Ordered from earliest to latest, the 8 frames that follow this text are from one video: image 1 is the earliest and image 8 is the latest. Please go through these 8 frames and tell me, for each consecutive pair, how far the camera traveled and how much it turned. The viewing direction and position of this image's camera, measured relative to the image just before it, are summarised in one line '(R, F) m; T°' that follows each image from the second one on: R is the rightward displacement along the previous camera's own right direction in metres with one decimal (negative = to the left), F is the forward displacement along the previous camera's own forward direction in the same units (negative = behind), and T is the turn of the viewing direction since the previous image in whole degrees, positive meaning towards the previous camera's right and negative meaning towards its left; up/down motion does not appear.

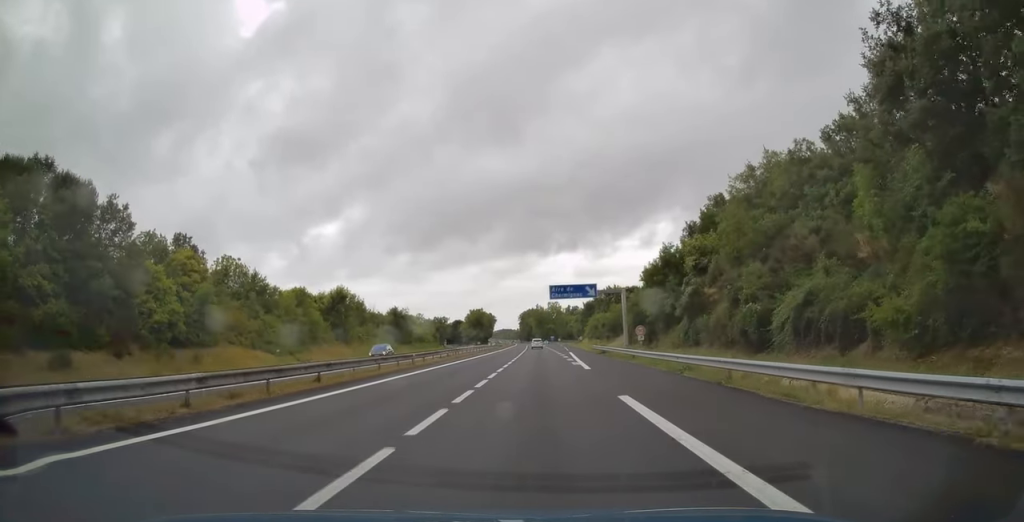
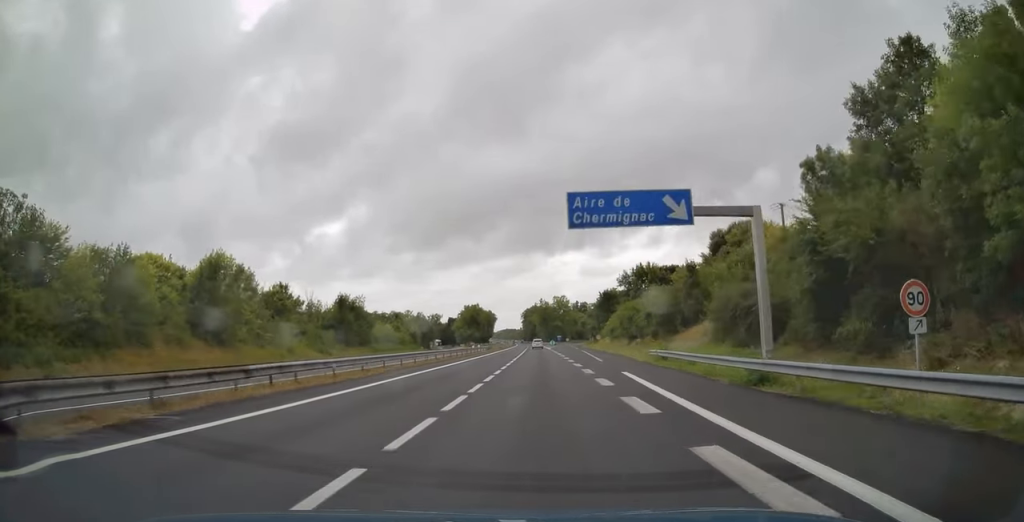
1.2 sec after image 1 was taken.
(0.0, +40.4) m; 0°
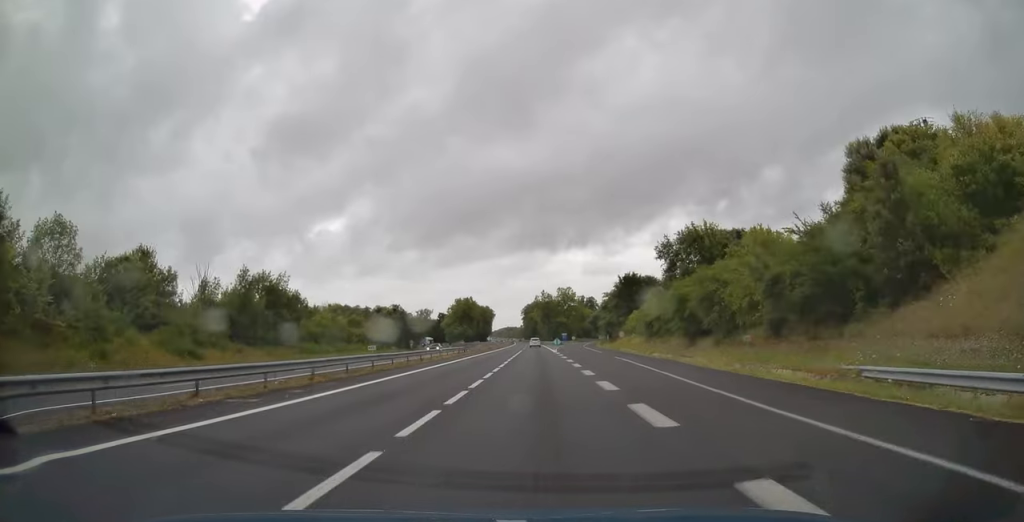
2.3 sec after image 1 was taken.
(-0.1, +33.9) m; 0°
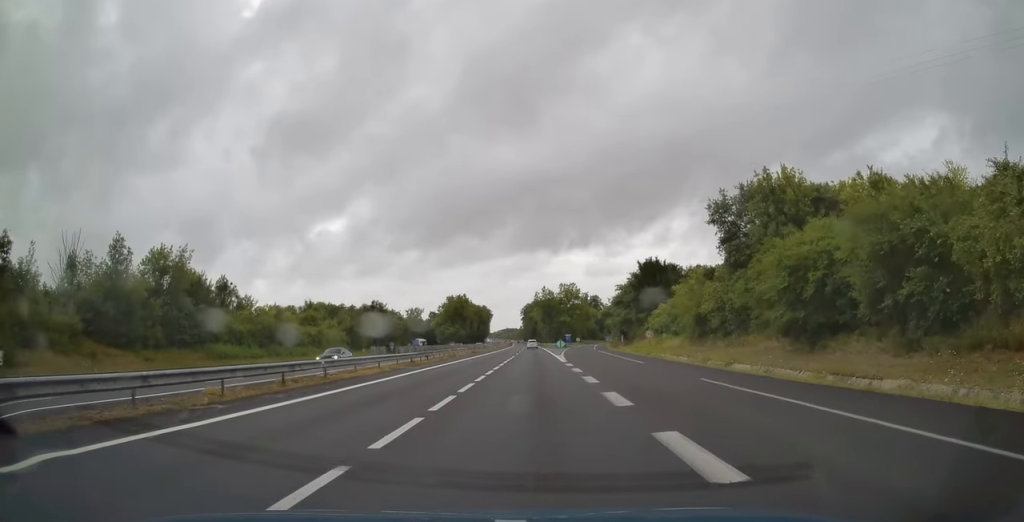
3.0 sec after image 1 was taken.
(0.0, +22.6) m; 0°
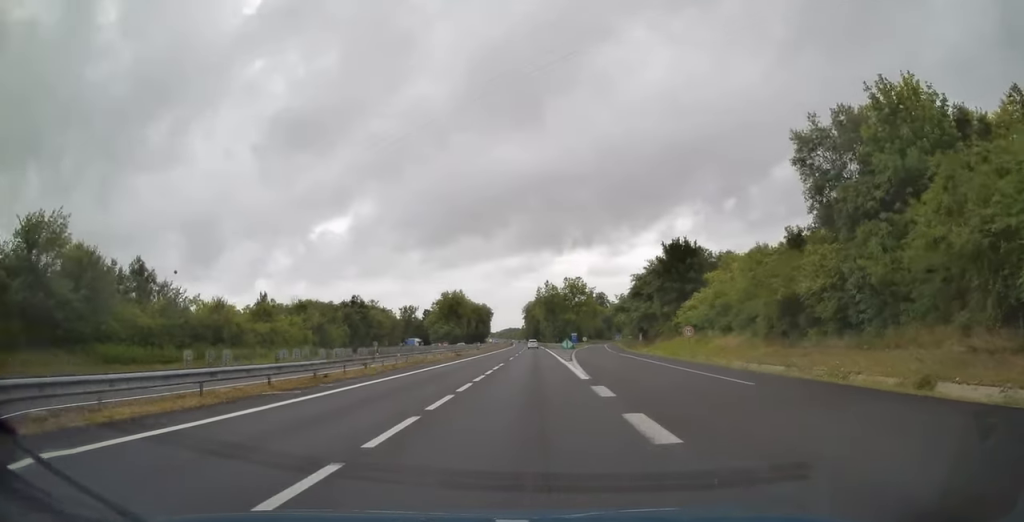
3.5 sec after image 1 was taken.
(-0.1, +17.2) m; 0°
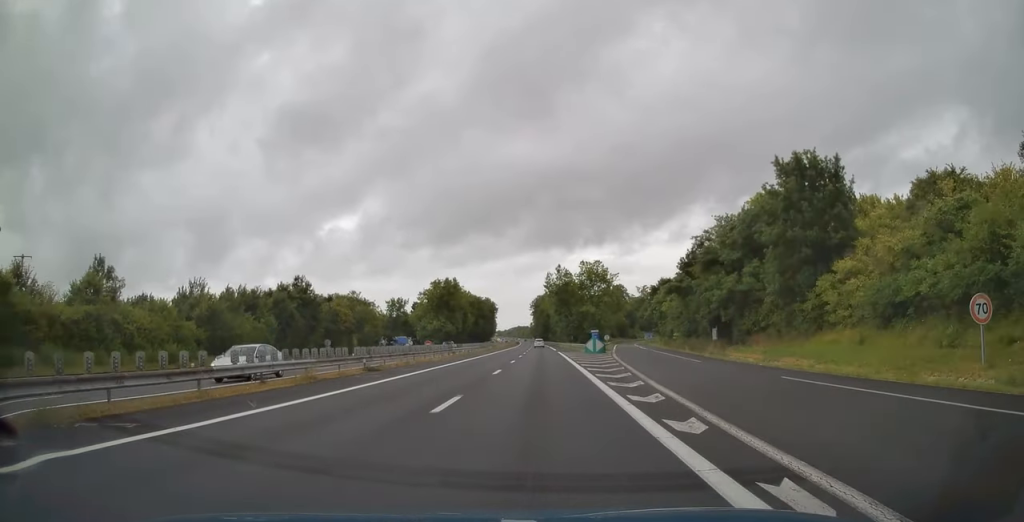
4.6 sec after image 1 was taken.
(-0.1, +35.0) m; -1°
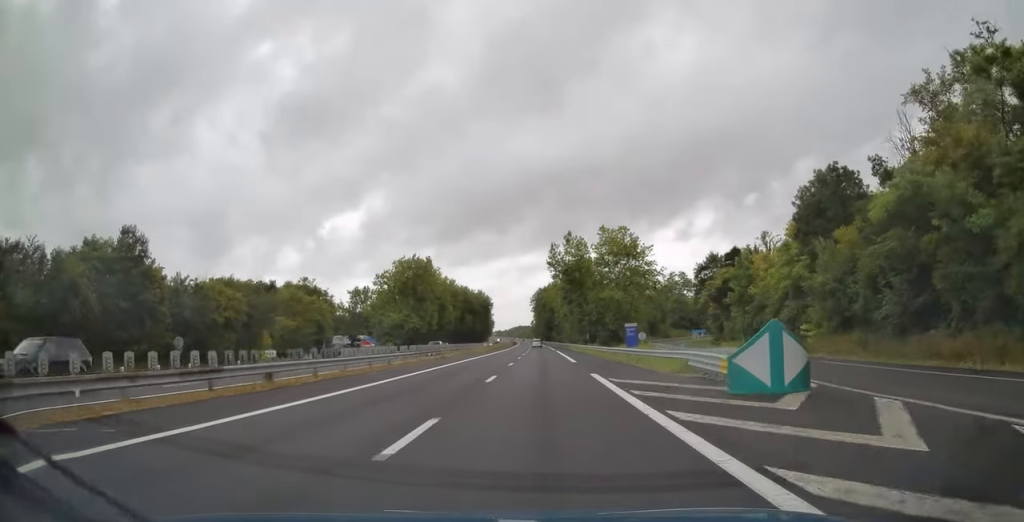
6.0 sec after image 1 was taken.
(-0.3, +43.5) m; 0°
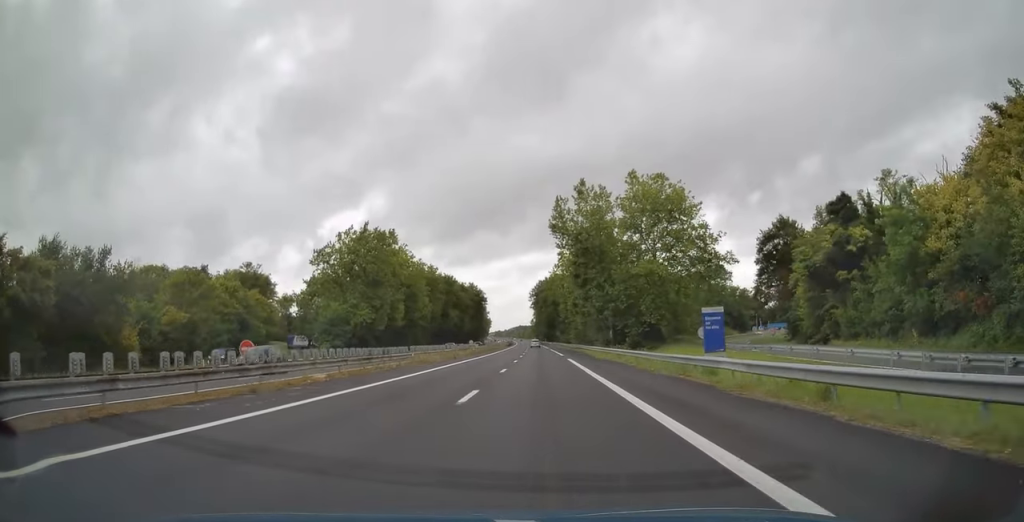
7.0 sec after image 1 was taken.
(+0.1, +32.7) m; 0°
